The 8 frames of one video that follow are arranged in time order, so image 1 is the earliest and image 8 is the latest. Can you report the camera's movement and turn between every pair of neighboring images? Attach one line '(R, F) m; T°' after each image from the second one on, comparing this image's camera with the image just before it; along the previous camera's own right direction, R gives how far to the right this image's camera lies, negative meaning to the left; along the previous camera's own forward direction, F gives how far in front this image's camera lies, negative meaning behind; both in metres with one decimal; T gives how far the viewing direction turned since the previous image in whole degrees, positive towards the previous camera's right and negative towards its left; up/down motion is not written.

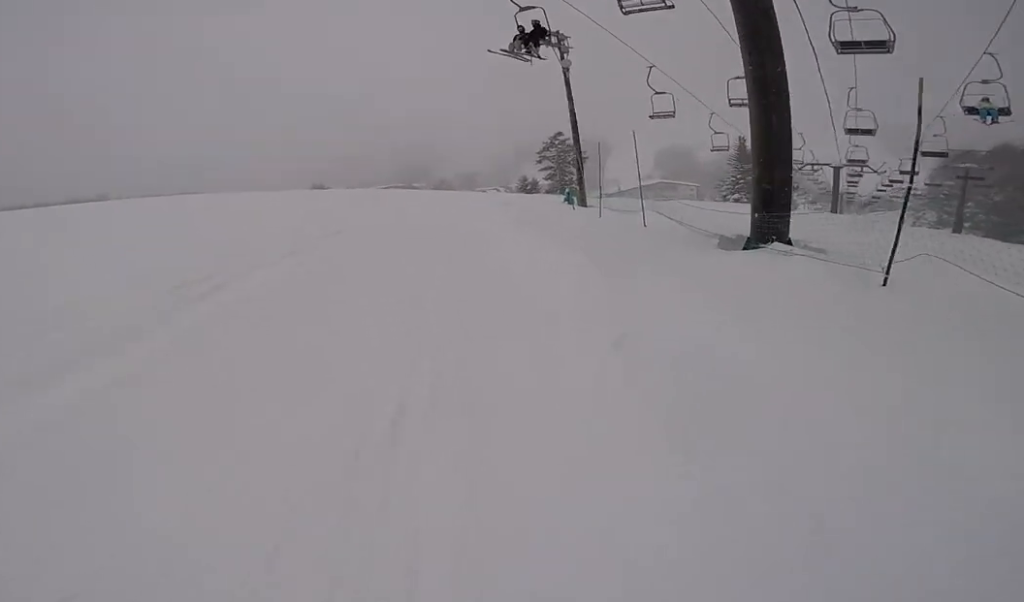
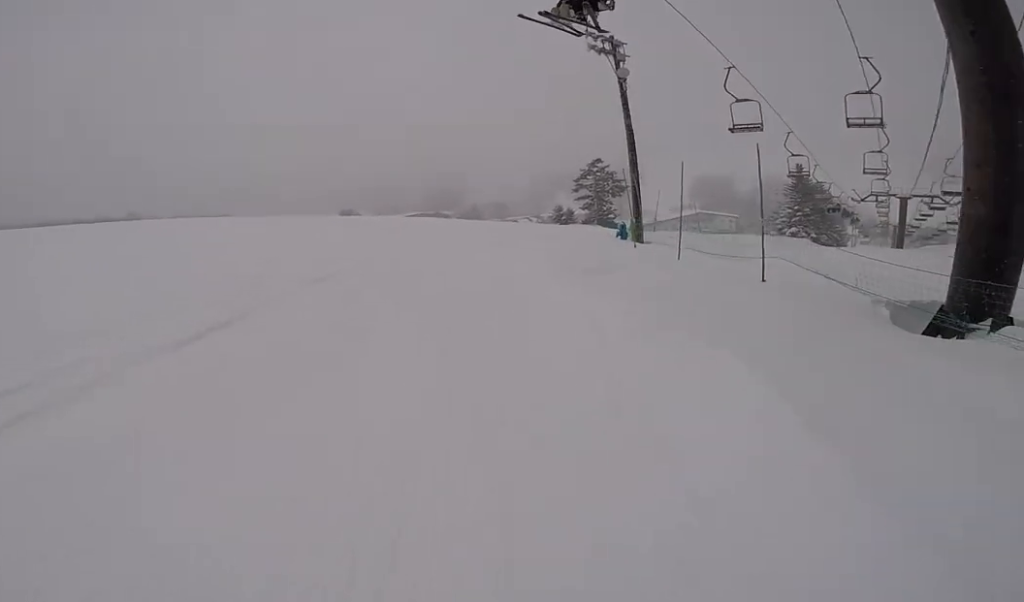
(0.0, +3.4) m; +2°
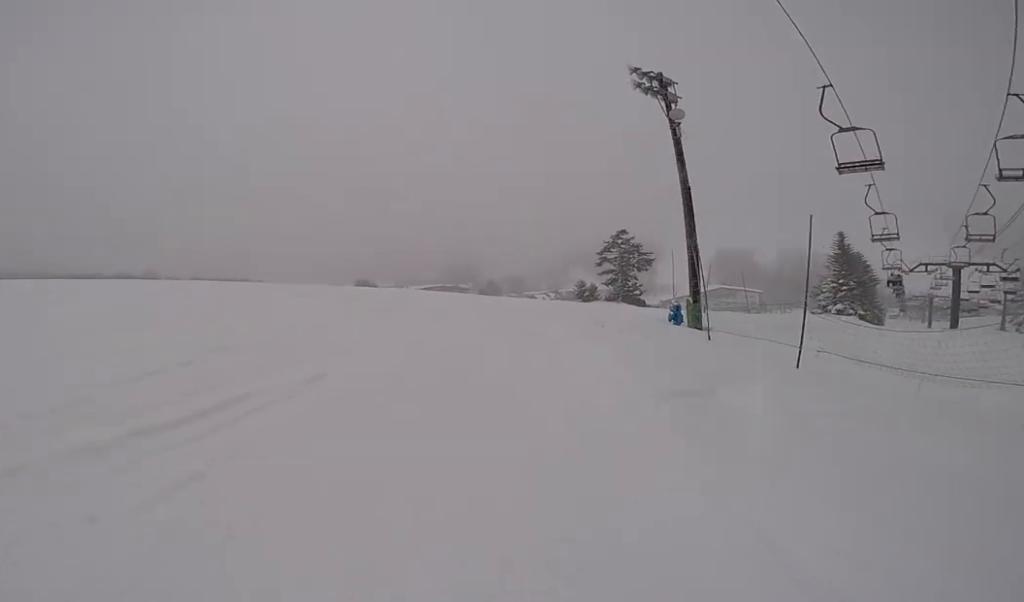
(+0.1, +4.0) m; +2°
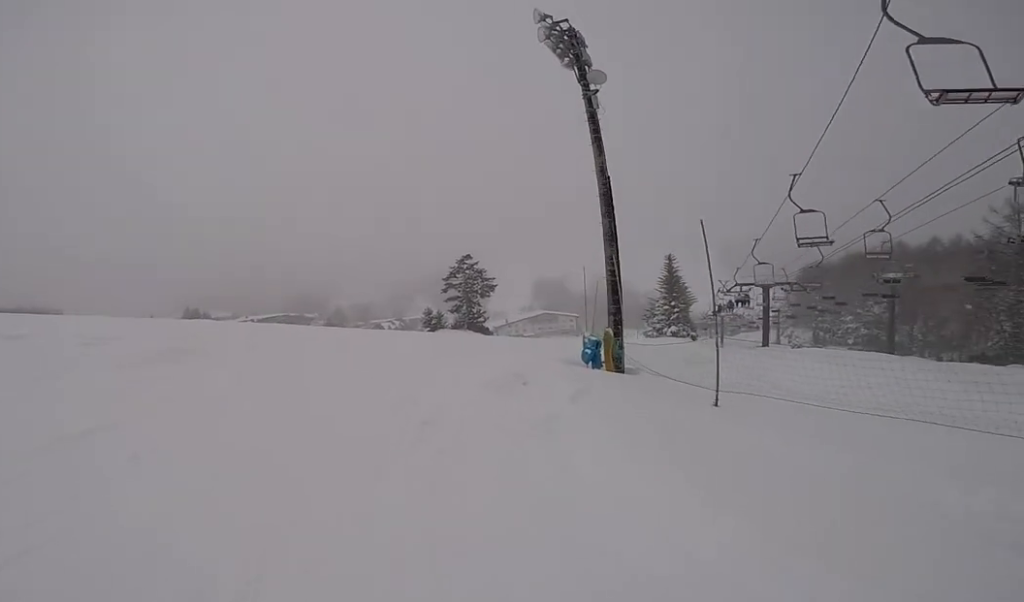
(+0.2, +6.0) m; 0°
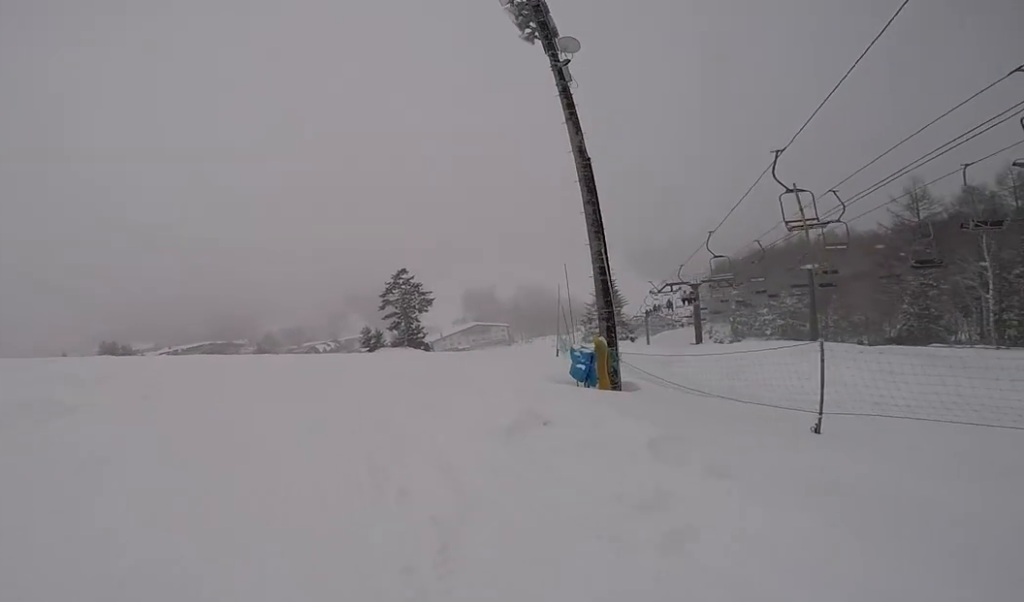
(+0.1, +2.5) m; -2°
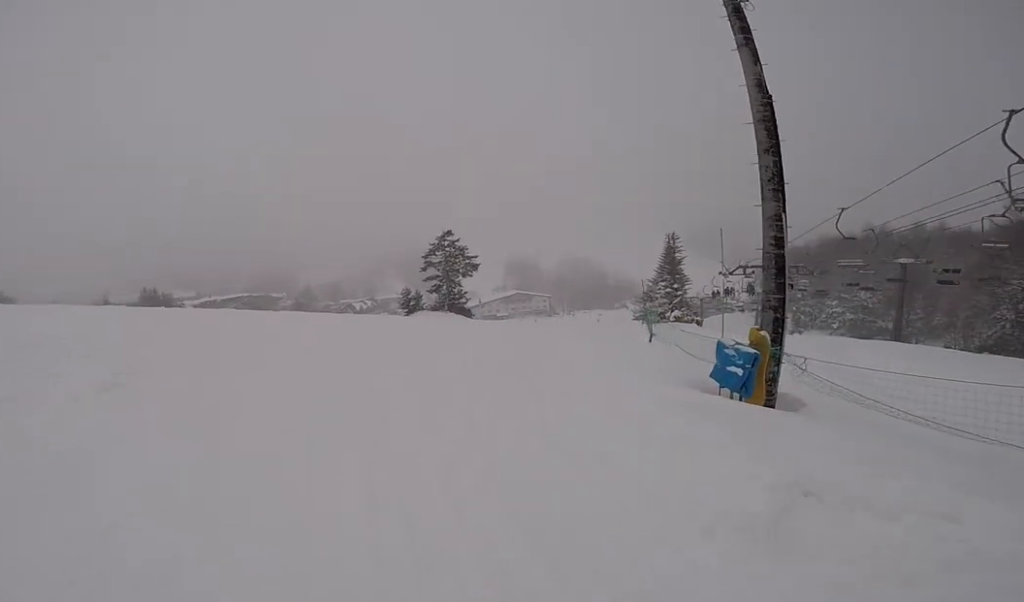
(-0.2, +2.3) m; -3°
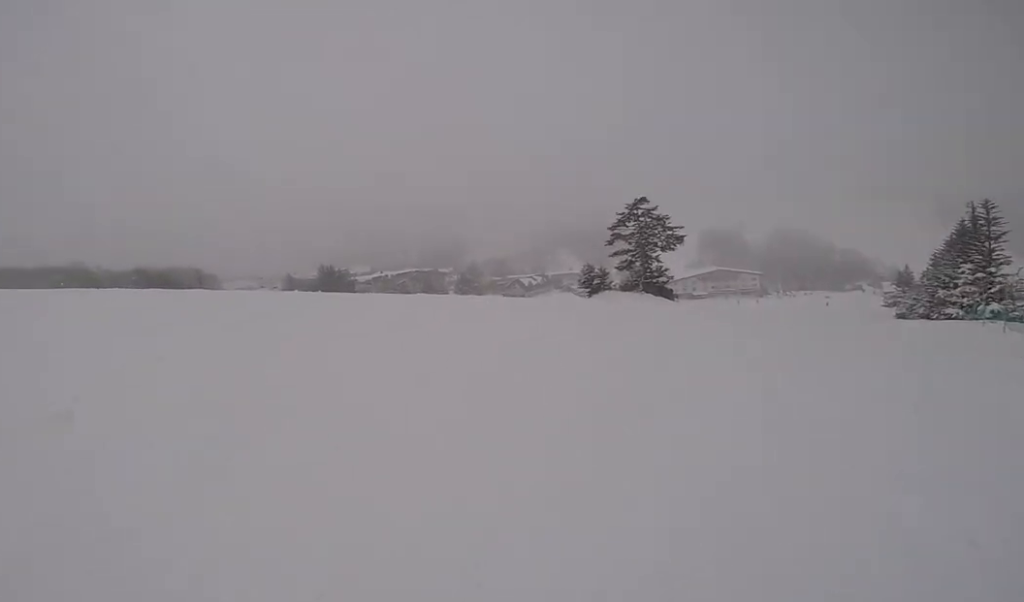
(-0.3, +5.3) m; -4°
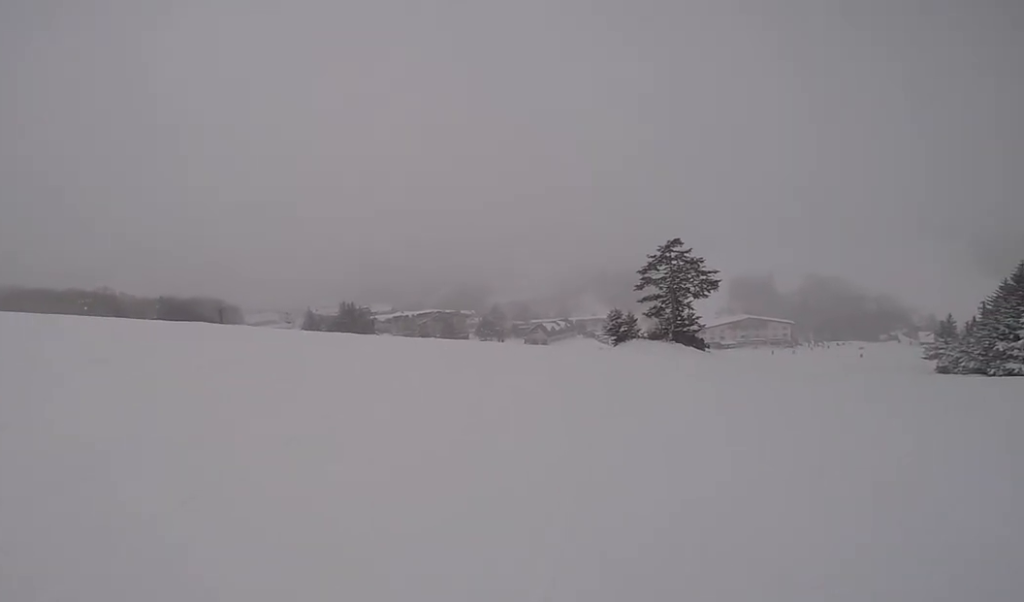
(0.0, +1.7) m; -1°
